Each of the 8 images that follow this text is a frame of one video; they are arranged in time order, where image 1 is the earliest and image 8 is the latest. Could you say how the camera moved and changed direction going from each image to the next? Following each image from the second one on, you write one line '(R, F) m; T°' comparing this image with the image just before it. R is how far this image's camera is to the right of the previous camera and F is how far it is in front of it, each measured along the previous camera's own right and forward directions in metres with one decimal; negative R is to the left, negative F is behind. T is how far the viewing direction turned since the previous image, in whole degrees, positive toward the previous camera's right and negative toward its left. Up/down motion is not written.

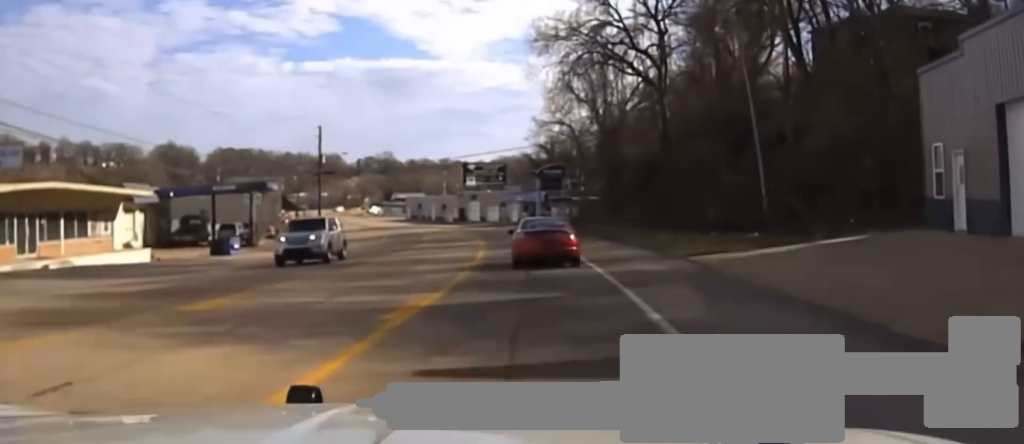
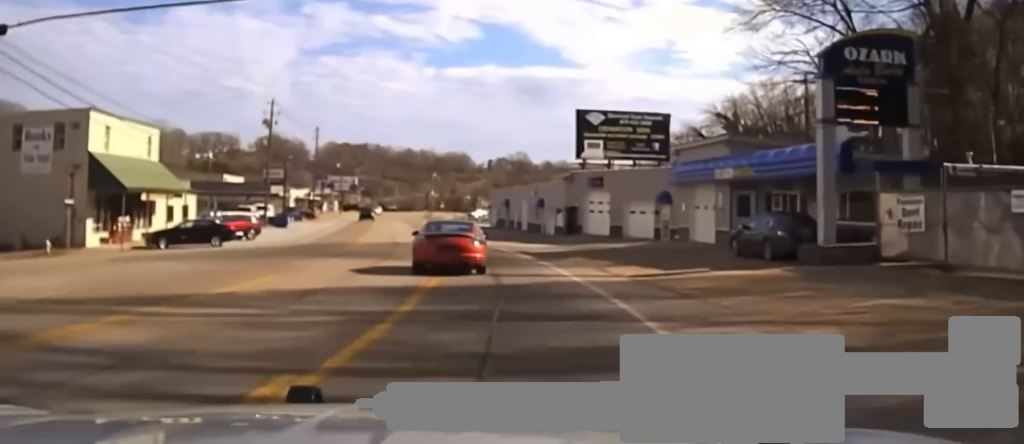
(-3.9, +75.1) m; -8°
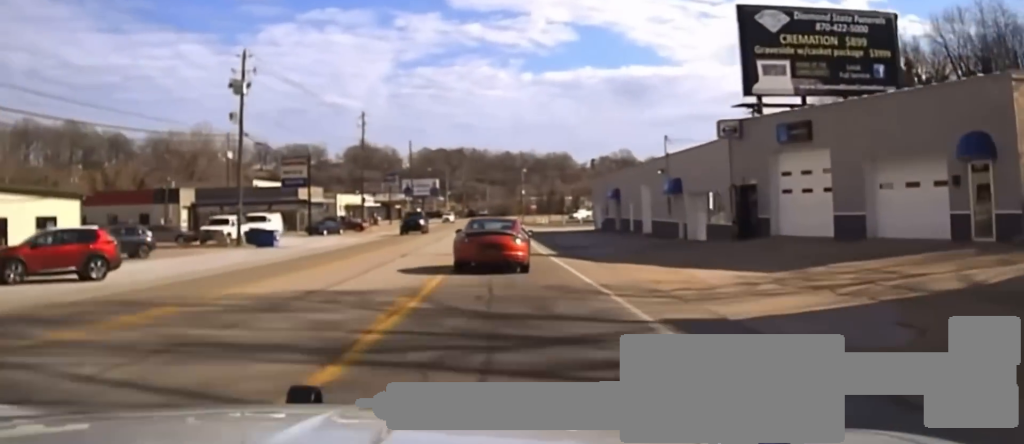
(-1.8, +27.8) m; -6°
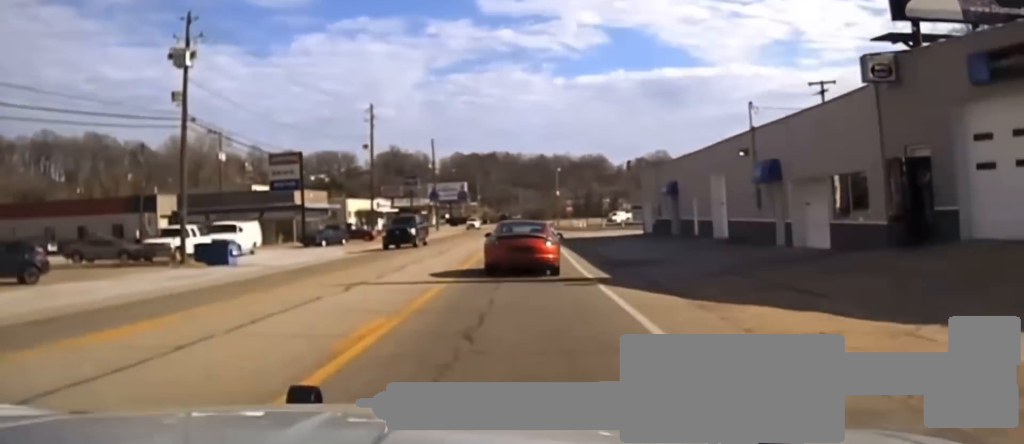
(-0.4, +12.2) m; -2°
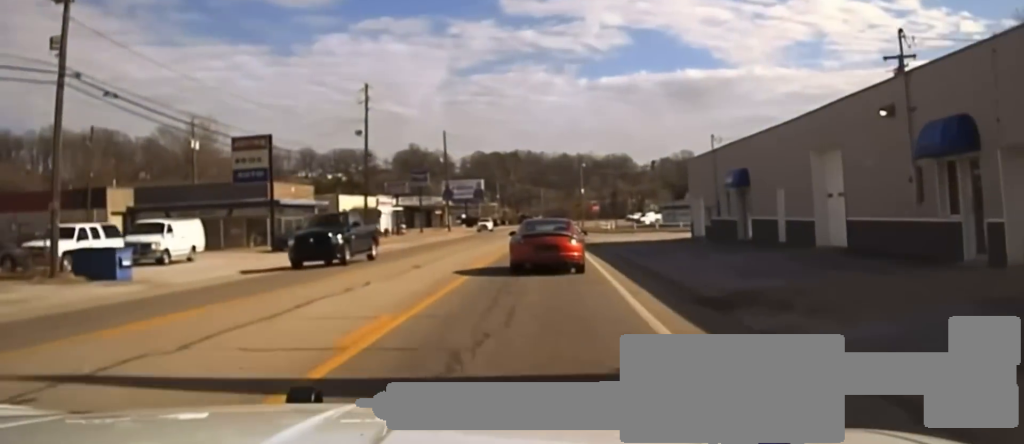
(-0.2, +12.3) m; -2°
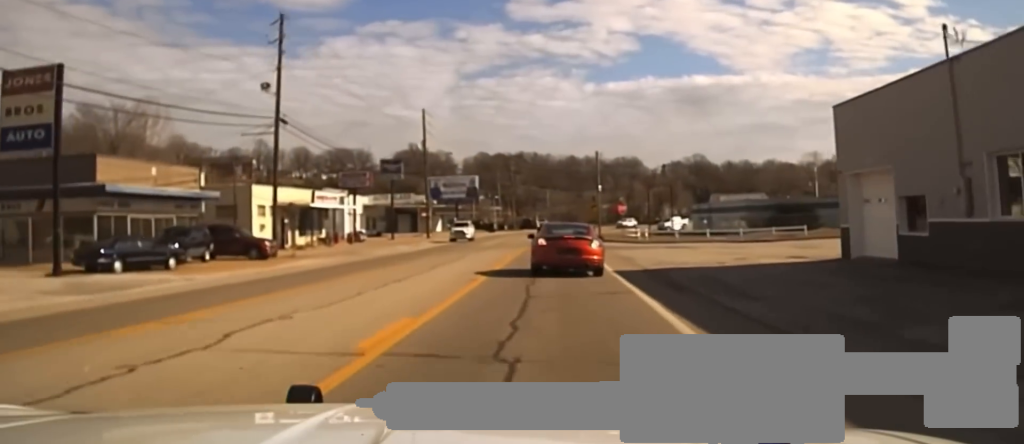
(-0.7, +25.5) m; -2°
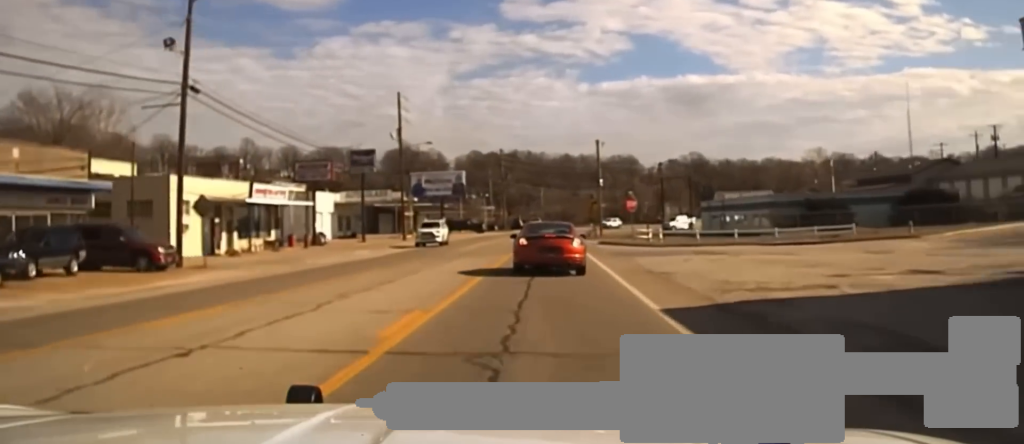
(-0.2, +11.6) m; -1°
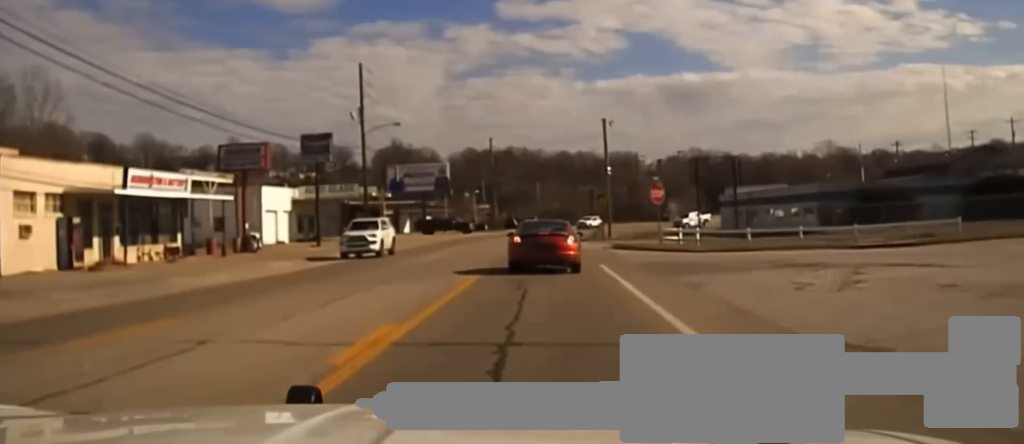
(-0.1, +14.7) m; +1°
